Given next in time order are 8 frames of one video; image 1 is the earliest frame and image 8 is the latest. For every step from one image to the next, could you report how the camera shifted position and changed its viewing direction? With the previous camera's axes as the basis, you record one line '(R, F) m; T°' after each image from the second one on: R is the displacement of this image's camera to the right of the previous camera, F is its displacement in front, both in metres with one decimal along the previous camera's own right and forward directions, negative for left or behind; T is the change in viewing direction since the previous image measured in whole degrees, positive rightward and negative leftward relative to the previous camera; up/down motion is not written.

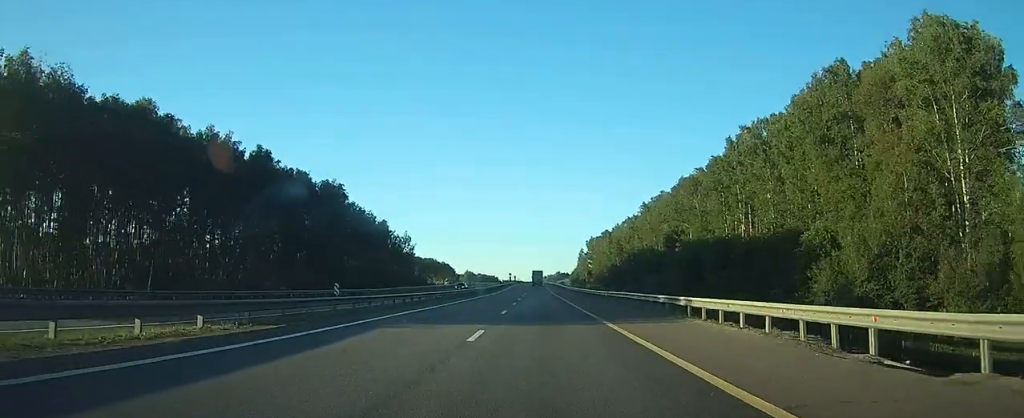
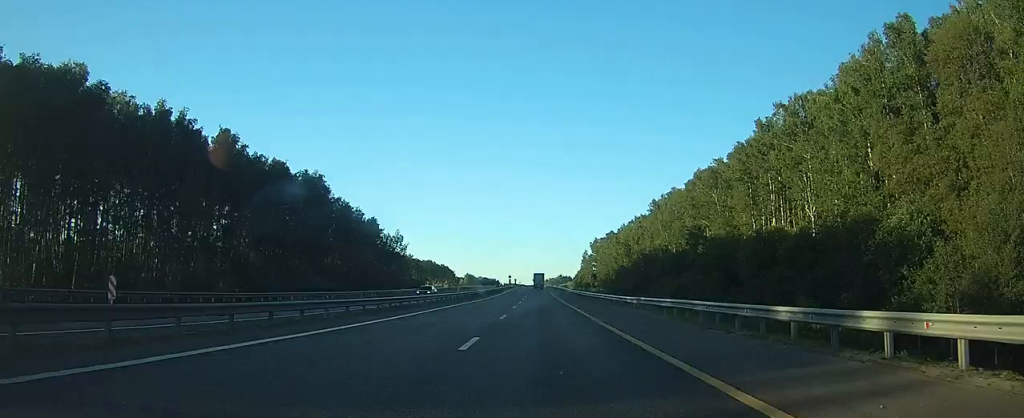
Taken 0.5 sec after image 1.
(0.0, +13.5) m; 0°
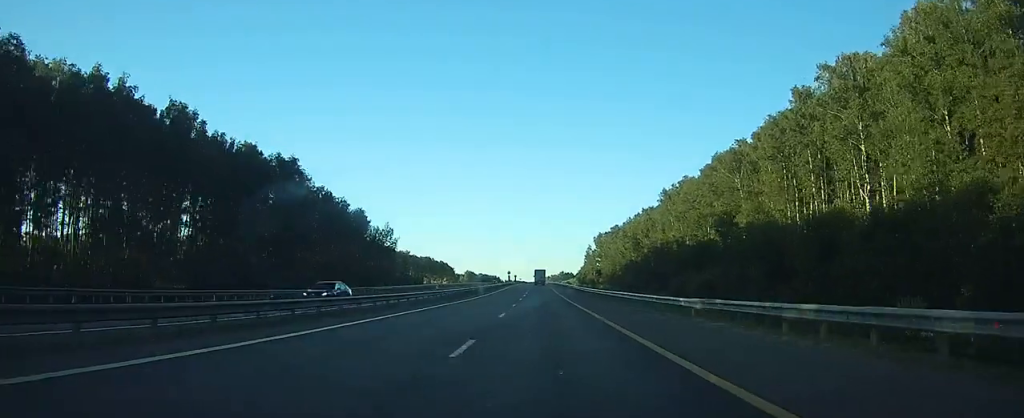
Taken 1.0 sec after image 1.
(0.0, +13.5) m; 0°
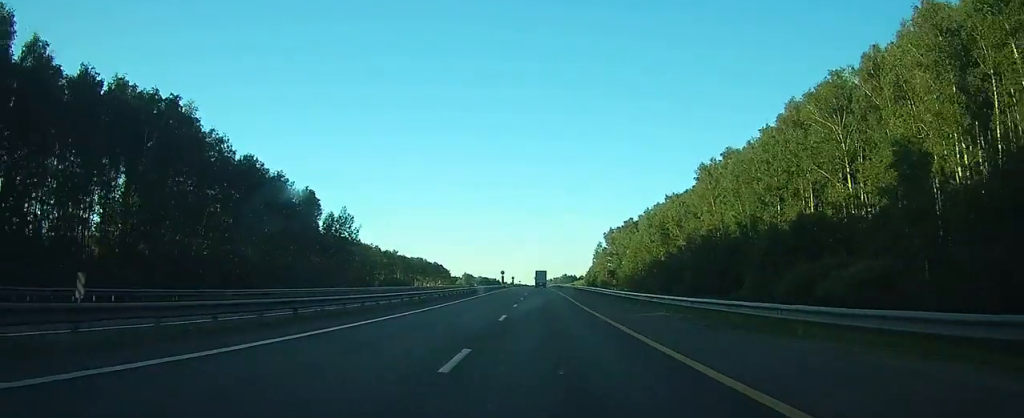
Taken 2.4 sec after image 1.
(-0.1, +37.5) m; 0°
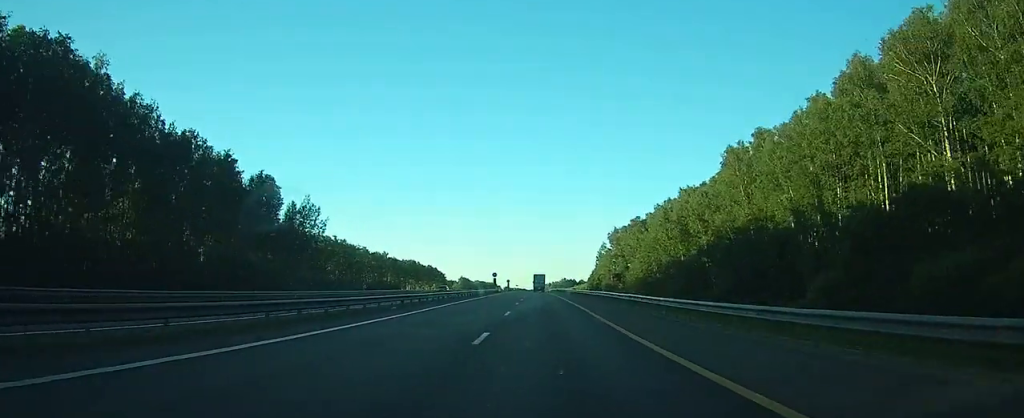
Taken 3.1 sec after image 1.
(0.0, +19.6) m; 0°
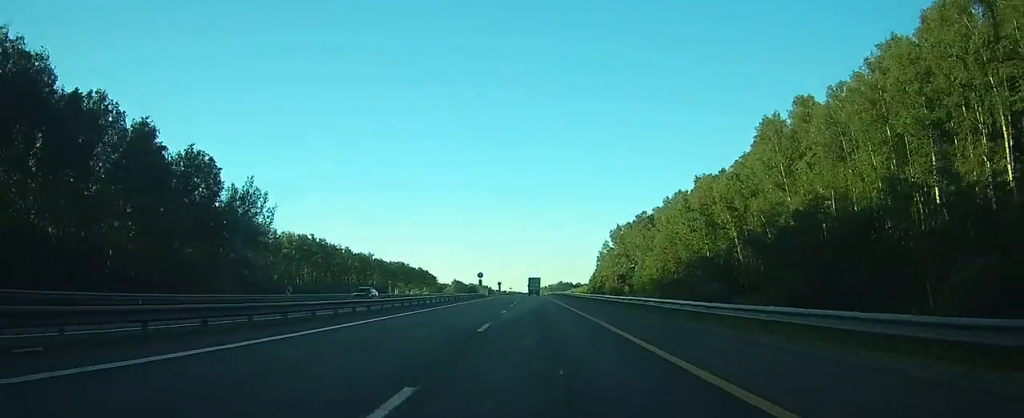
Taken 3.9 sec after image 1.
(0.0, +20.5) m; 0°
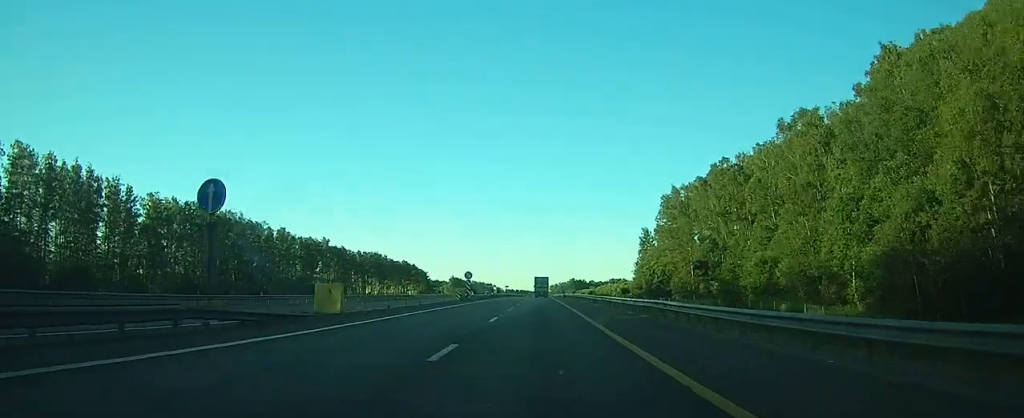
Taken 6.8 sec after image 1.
(+0.2, +78.1) m; 0°
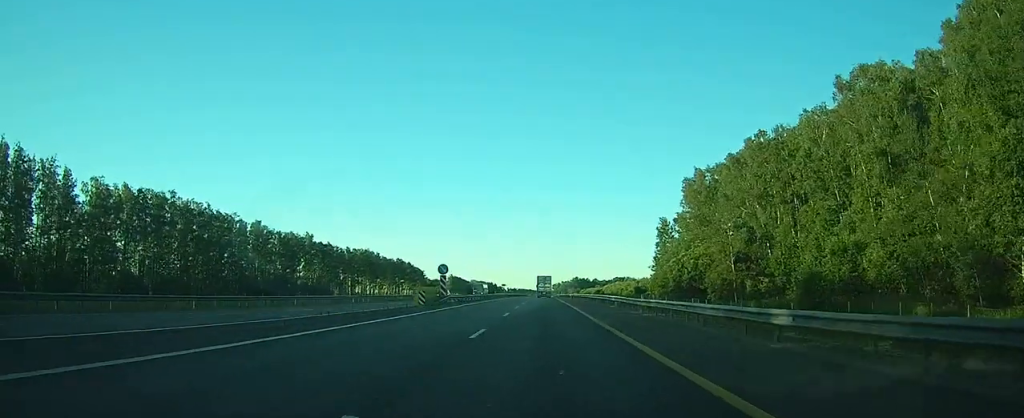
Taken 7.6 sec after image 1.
(0.0, +19.4) m; 0°
